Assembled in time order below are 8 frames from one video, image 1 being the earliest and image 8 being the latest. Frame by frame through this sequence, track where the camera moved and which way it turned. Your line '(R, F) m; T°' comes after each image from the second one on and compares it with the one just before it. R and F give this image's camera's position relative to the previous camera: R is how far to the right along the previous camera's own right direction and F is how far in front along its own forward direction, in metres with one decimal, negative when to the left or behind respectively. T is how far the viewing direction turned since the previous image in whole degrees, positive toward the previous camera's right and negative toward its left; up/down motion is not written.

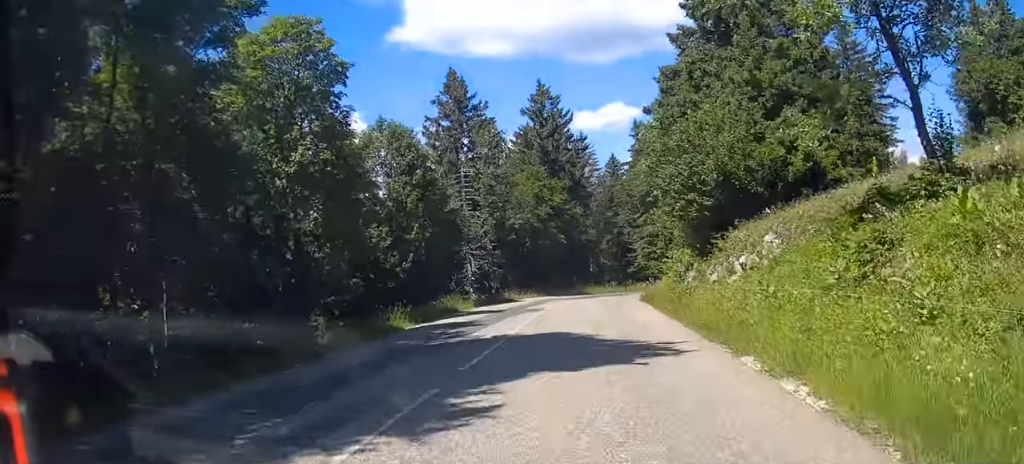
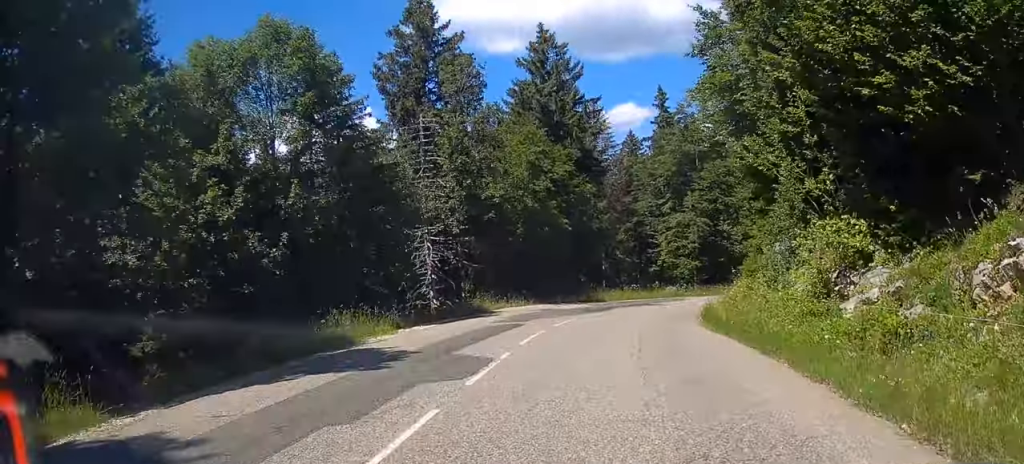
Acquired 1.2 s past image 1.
(+0.2, +14.4) m; +2°
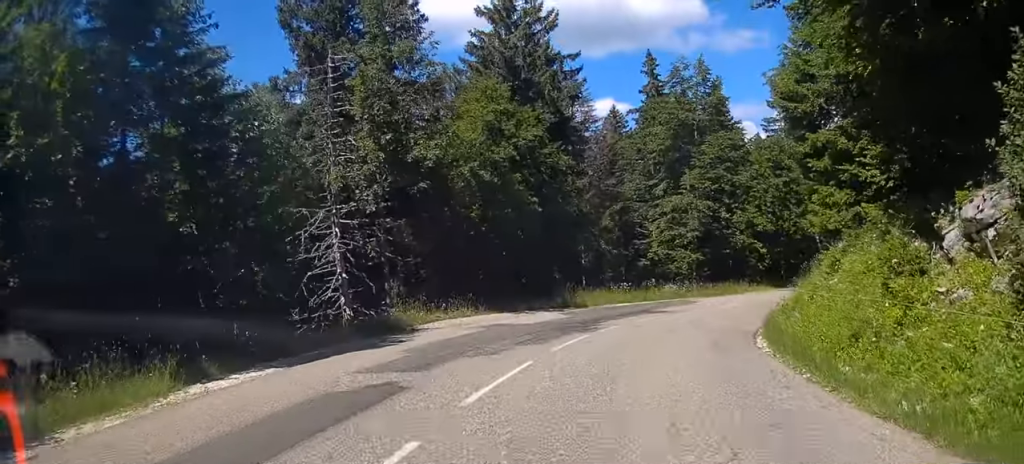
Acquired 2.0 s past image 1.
(+0.1, +10.7) m; +3°
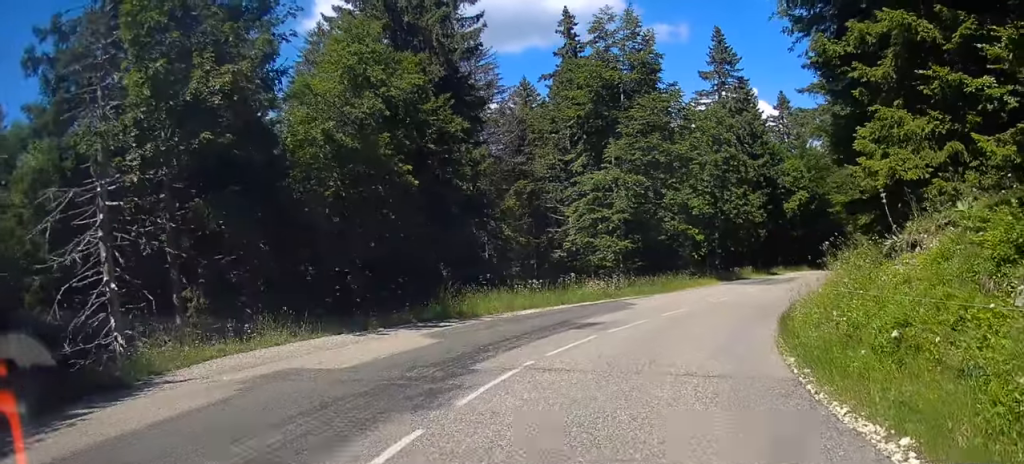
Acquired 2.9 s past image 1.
(+0.3, +9.8) m; +4°
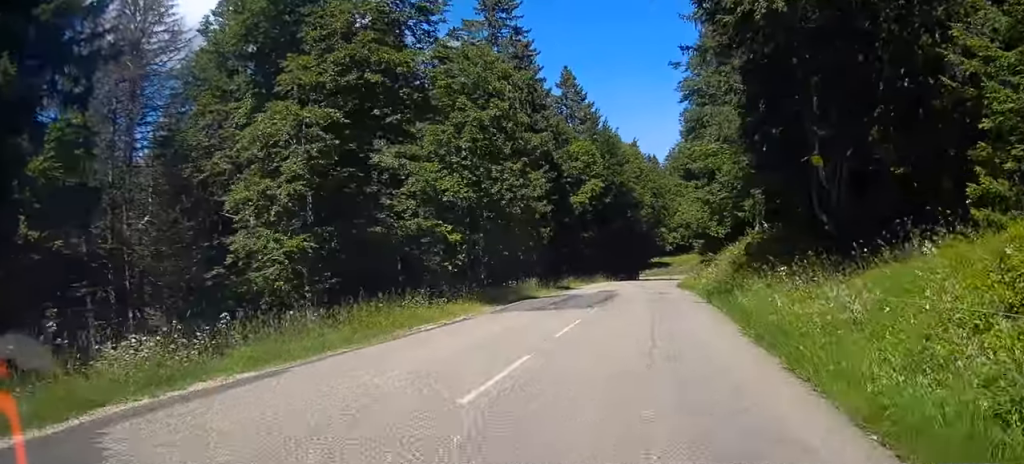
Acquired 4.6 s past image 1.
(+1.7, +19.0) m; +14°
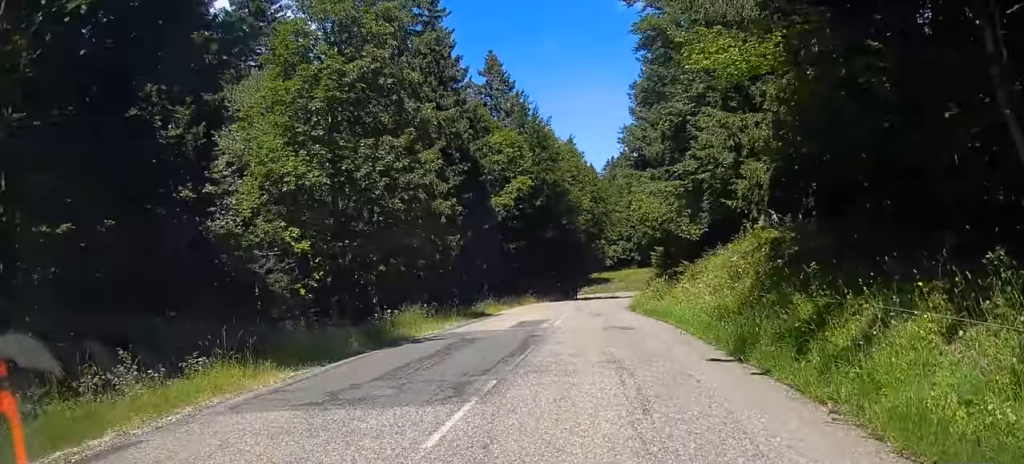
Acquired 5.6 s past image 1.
(+1.2, +11.2) m; +10°
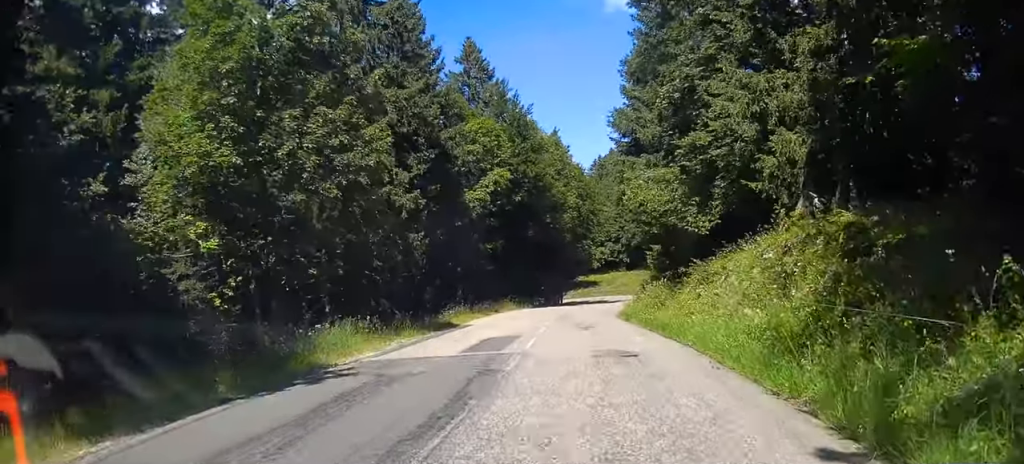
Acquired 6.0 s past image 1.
(+0.2, +4.9) m; +3°
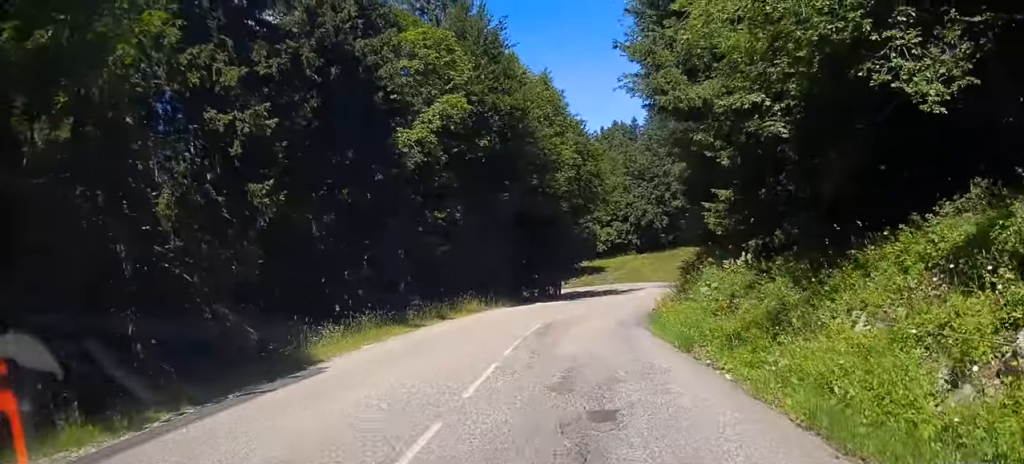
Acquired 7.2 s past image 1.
(+0.3, +14.5) m; 0°
